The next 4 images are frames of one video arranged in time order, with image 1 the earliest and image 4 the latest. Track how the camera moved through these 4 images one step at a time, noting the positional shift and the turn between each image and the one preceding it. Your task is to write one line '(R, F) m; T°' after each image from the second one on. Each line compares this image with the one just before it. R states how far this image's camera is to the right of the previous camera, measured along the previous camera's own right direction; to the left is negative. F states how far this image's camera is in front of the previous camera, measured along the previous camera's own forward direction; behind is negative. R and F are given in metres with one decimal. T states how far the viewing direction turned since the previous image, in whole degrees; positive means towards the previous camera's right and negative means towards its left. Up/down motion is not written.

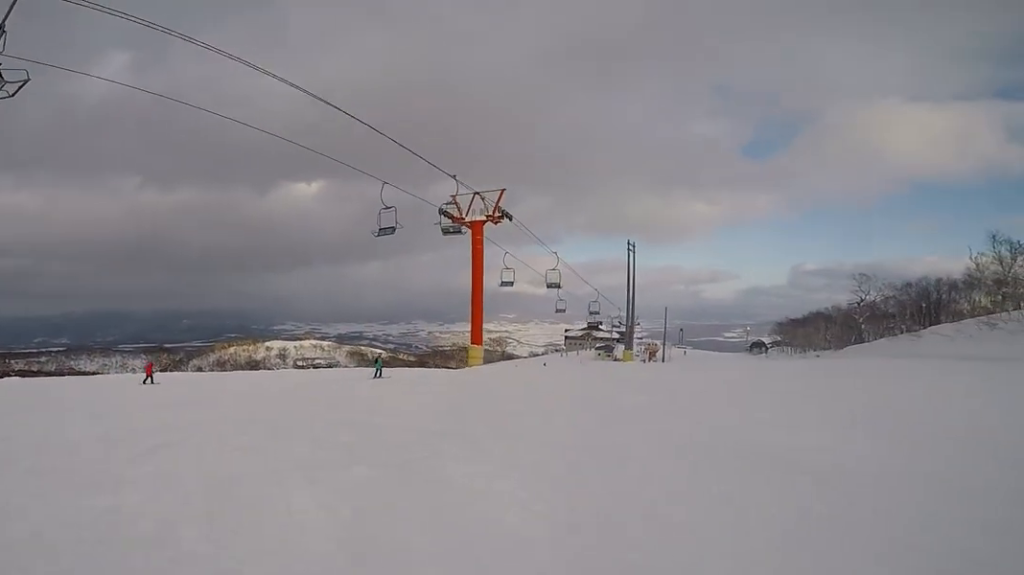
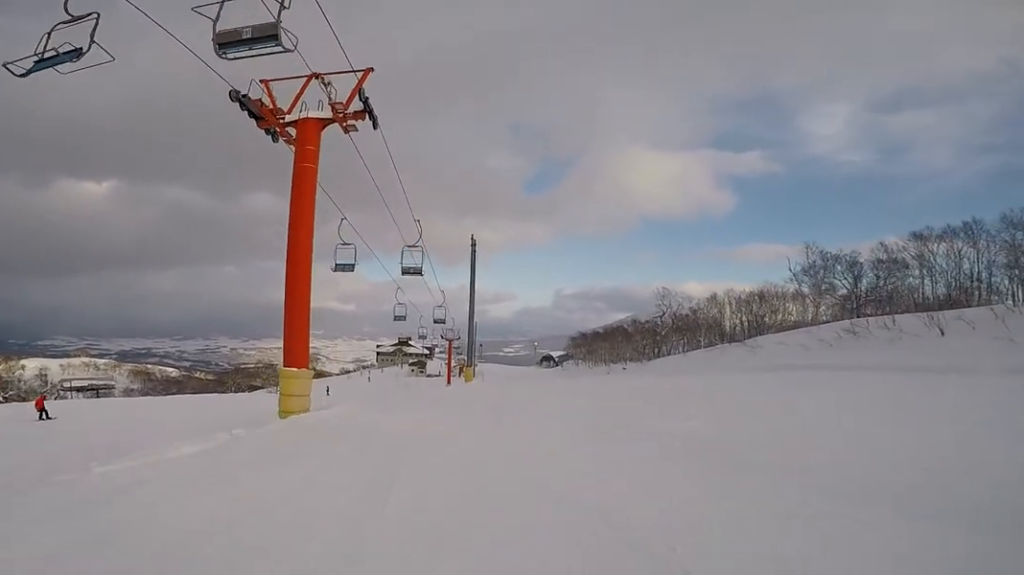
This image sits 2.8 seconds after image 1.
(+4.7, +12.1) m; +22°
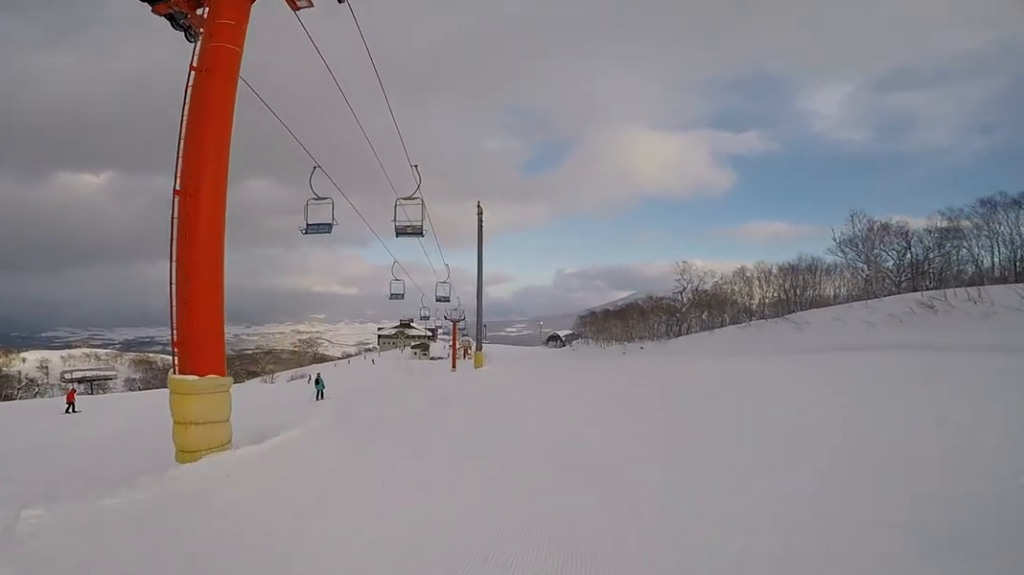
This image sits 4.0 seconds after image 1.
(-1.6, +4.7) m; -7°
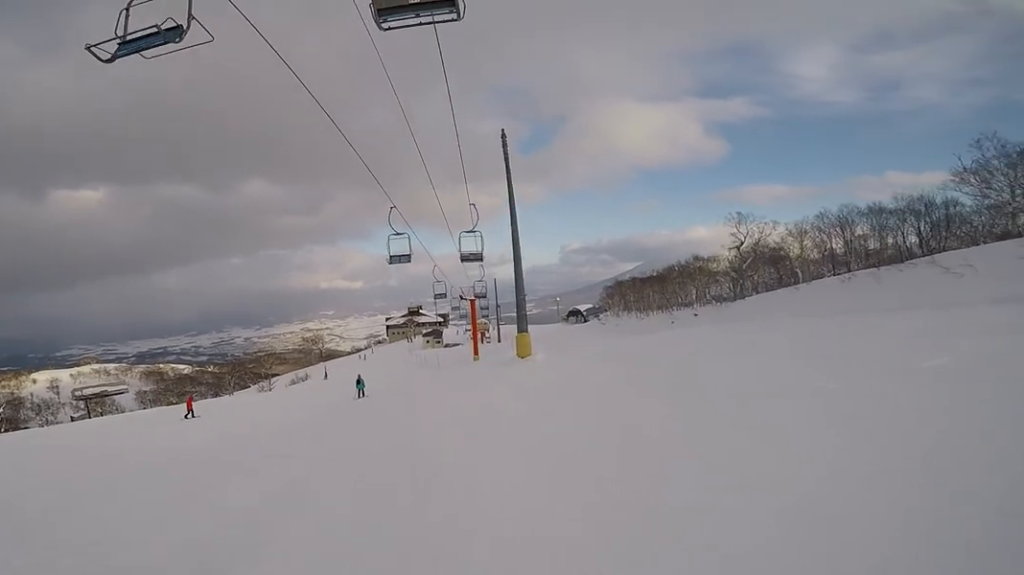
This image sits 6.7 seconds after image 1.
(+2.6, +12.1) m; +4°
